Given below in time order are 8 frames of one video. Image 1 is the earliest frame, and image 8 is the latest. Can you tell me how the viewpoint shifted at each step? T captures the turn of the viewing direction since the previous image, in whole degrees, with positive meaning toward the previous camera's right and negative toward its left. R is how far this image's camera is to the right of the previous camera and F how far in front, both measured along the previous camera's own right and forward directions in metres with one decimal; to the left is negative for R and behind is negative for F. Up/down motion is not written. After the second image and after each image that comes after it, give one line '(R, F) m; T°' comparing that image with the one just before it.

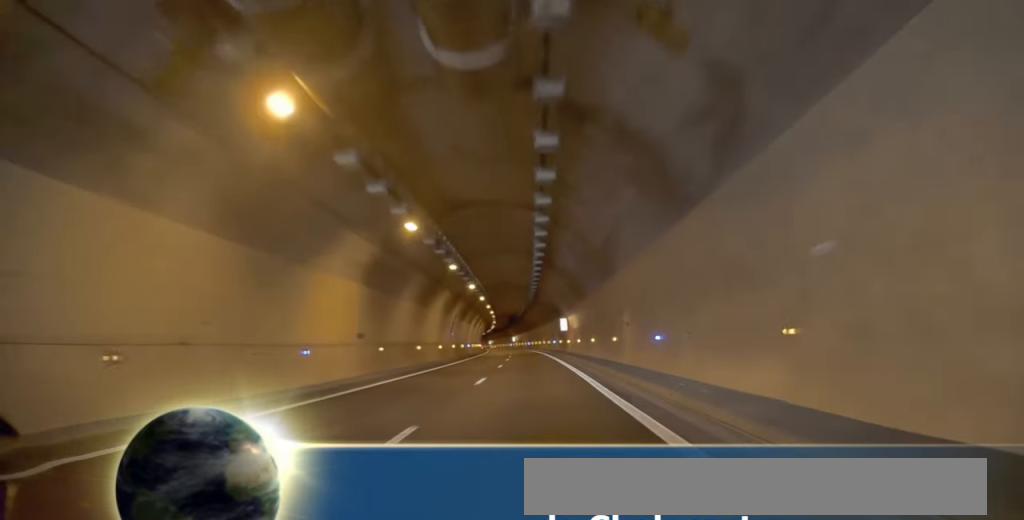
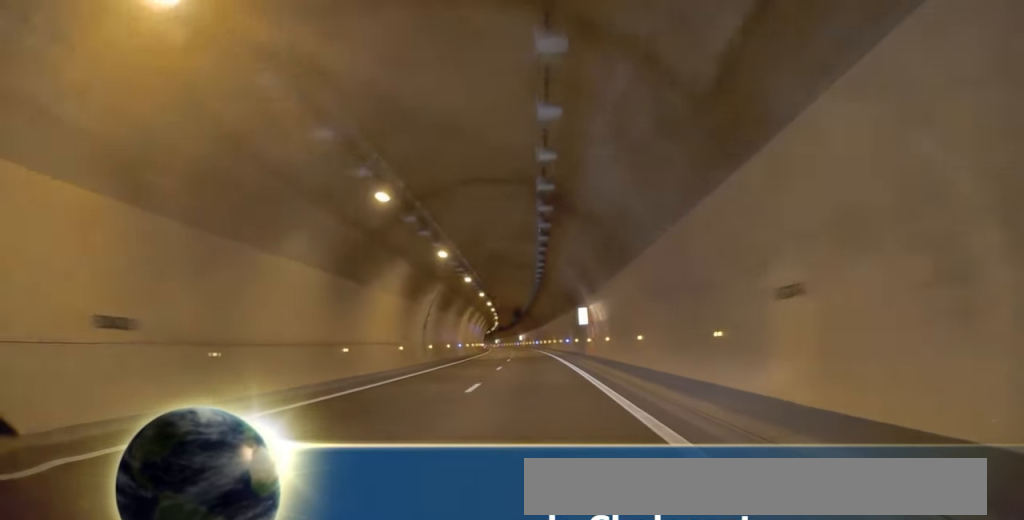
(0.0, +16.2) m; 0°
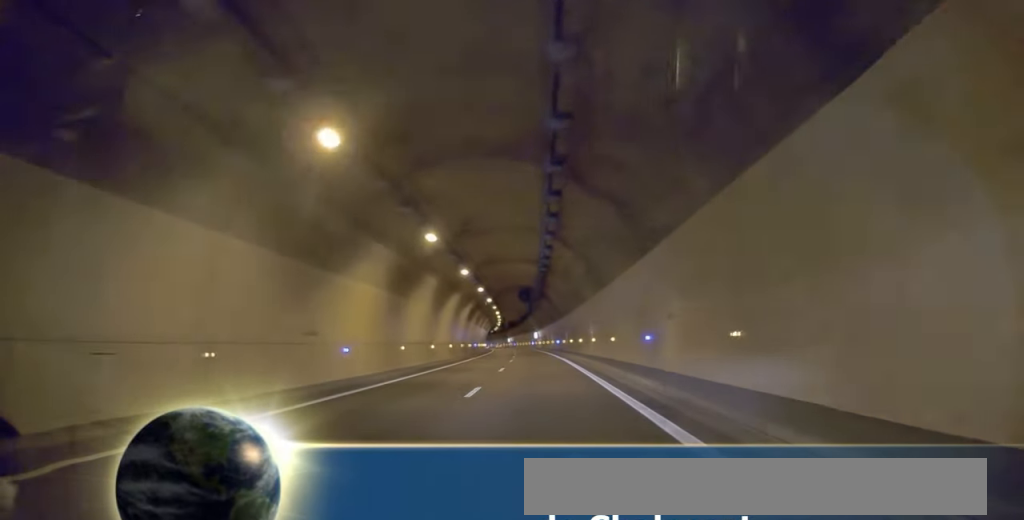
(0.0, +41.2) m; 0°
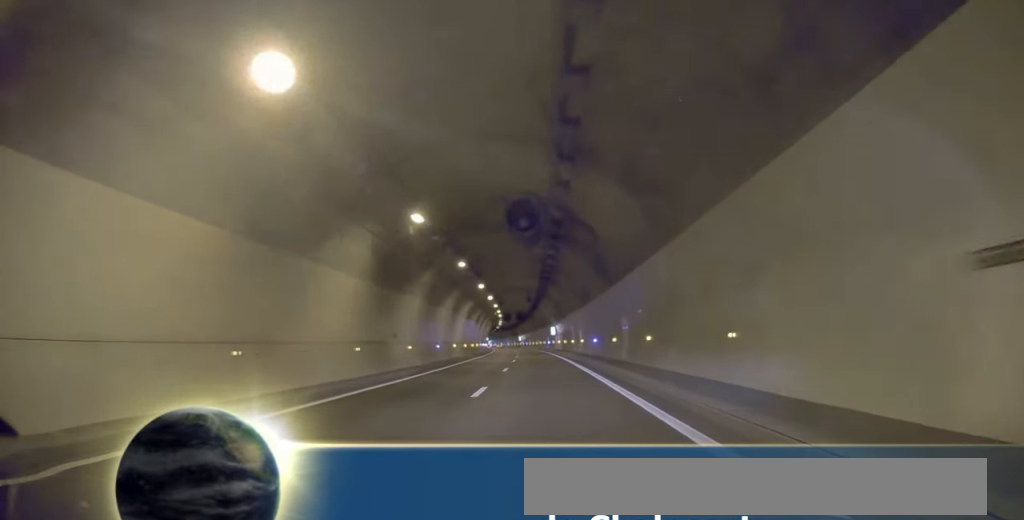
(0.0, +39.6) m; 0°
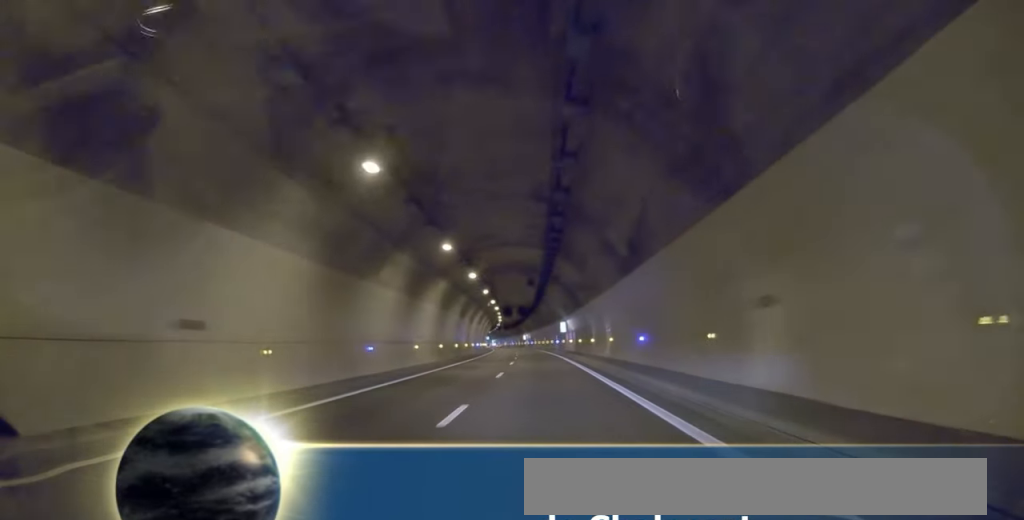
(0.0, +18.5) m; 0°
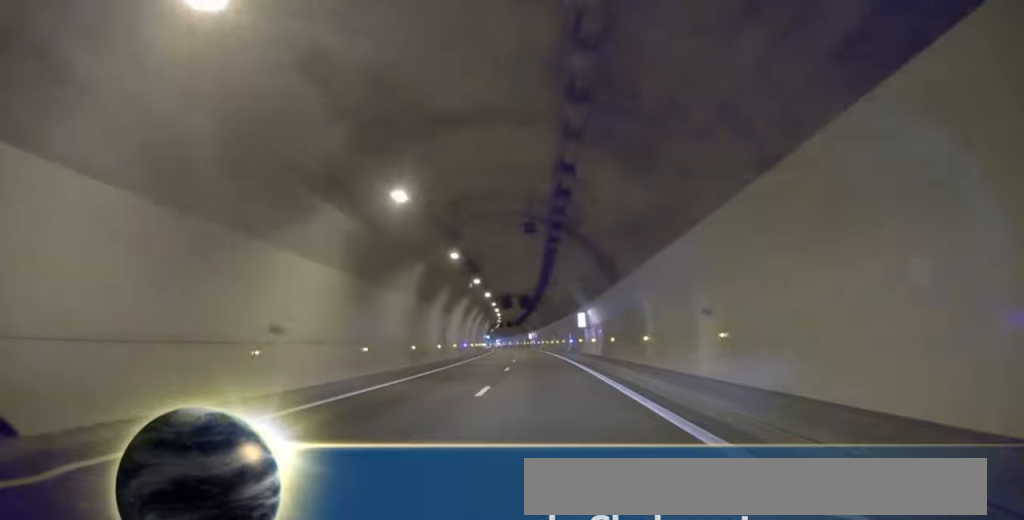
(0.0, +21.1) m; -1°
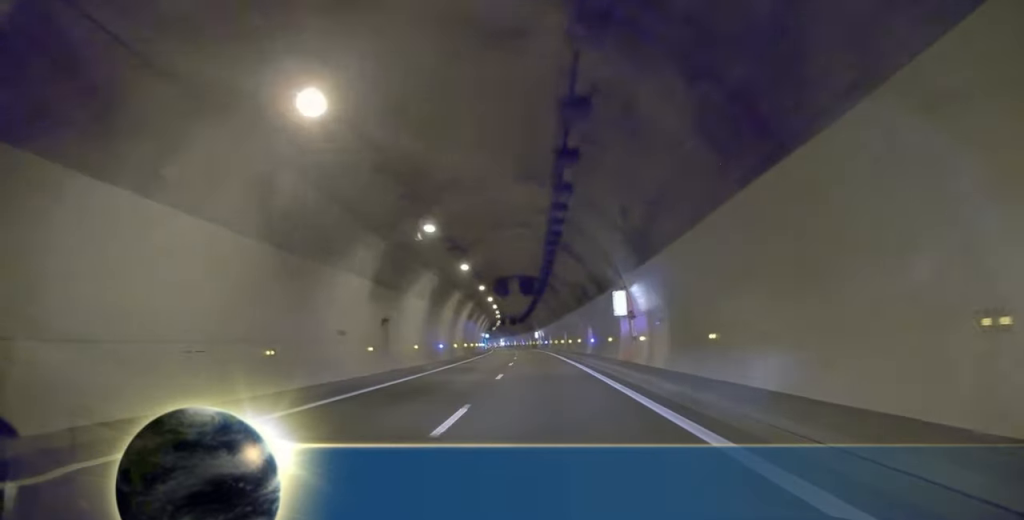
(-0.3, +19.7) m; -1°
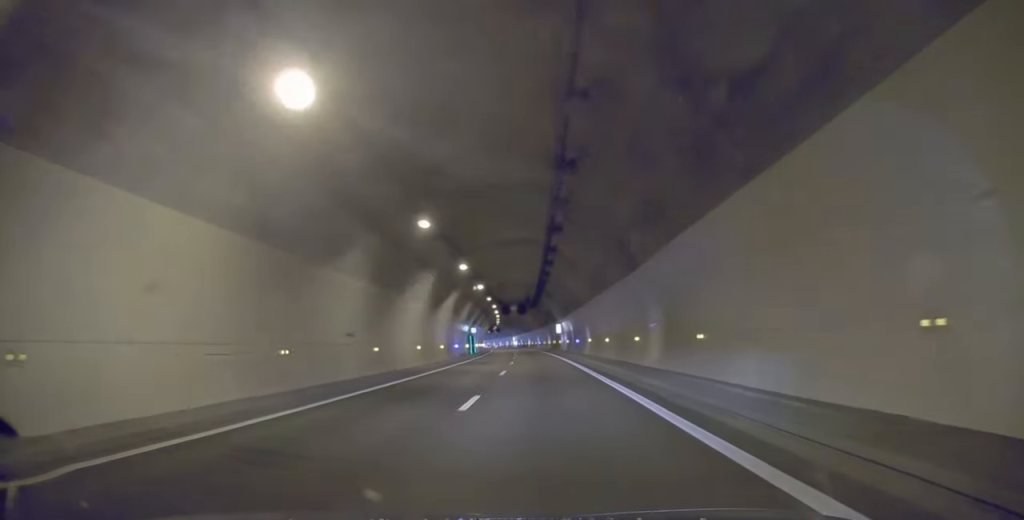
(-1.0, +50.6) m; +1°
